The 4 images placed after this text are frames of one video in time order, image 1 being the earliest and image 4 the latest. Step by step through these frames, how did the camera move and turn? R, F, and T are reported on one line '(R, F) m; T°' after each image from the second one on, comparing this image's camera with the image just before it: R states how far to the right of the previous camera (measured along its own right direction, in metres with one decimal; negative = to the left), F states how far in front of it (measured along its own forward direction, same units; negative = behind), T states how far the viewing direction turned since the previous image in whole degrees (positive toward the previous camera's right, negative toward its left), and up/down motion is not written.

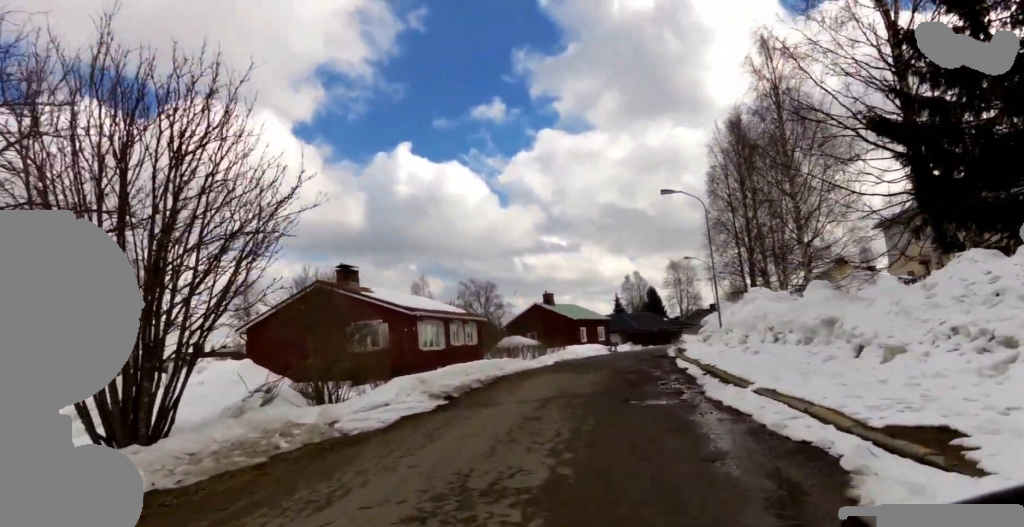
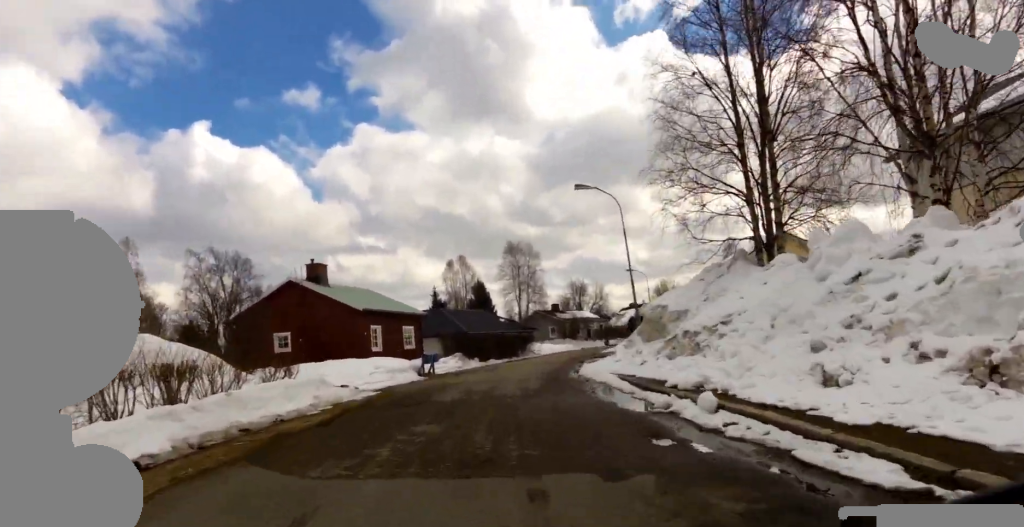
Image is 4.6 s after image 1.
(+6.6, +28.2) m; +20°
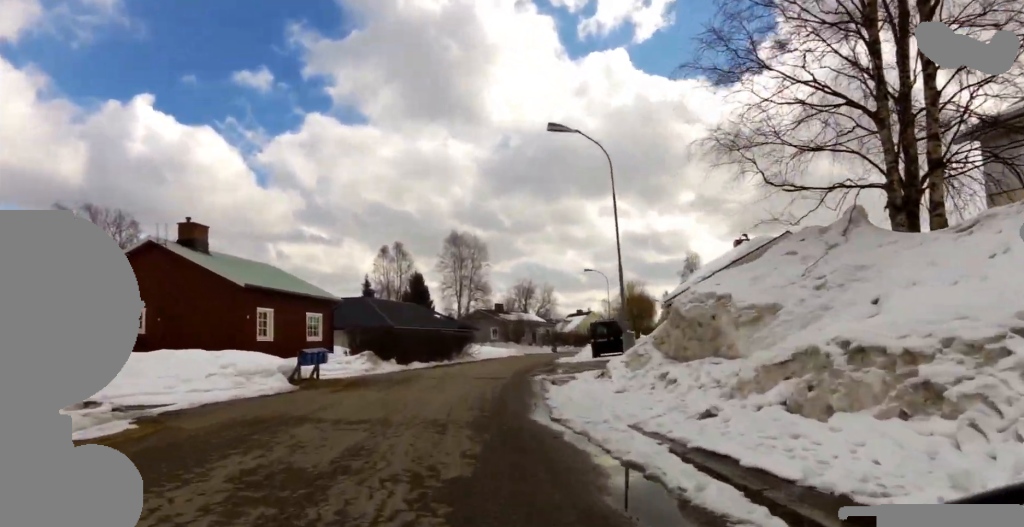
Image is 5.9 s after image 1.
(-1.1, +8.8) m; -3°
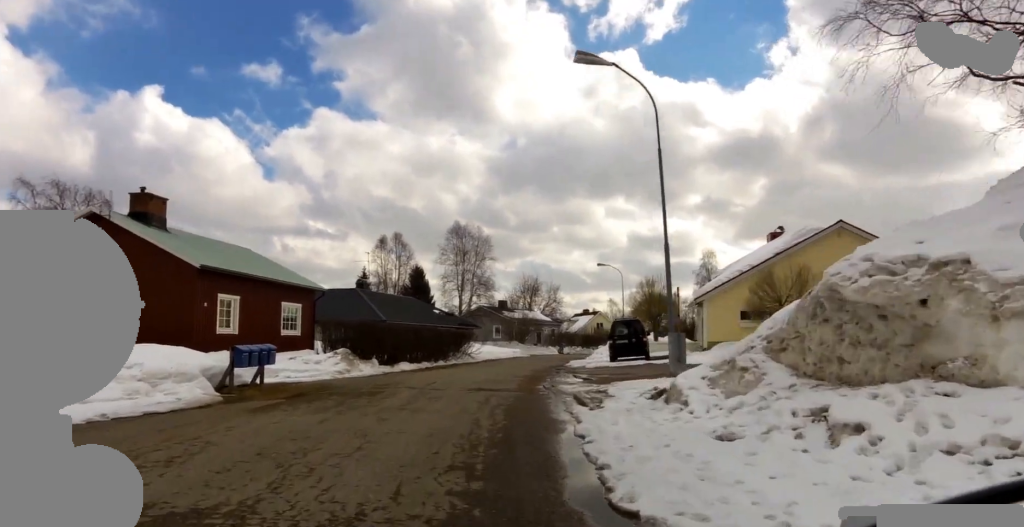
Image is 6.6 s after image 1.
(+0.1, +4.6) m; +7°
